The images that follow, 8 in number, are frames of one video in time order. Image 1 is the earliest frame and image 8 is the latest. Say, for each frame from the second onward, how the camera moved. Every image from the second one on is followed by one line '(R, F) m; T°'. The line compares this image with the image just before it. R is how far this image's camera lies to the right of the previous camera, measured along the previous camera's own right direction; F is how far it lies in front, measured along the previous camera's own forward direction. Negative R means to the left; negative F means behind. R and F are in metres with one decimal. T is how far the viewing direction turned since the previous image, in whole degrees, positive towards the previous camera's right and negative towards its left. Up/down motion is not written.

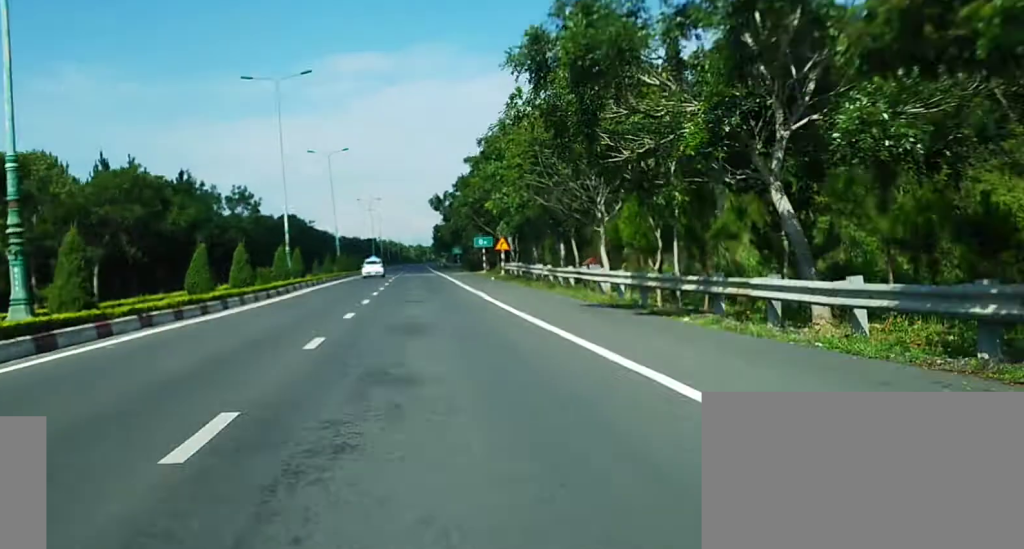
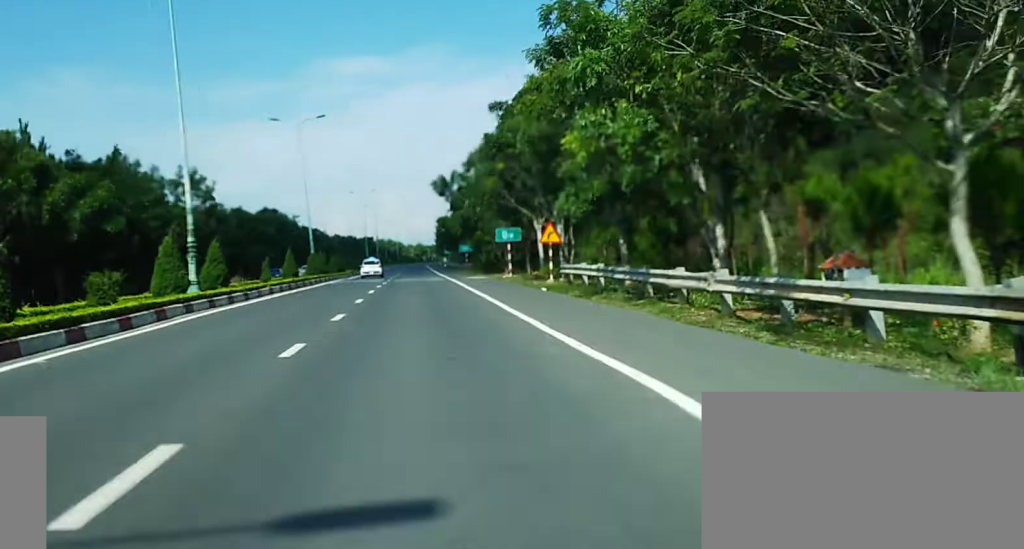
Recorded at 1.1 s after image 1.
(0.0, +25.4) m; 0°
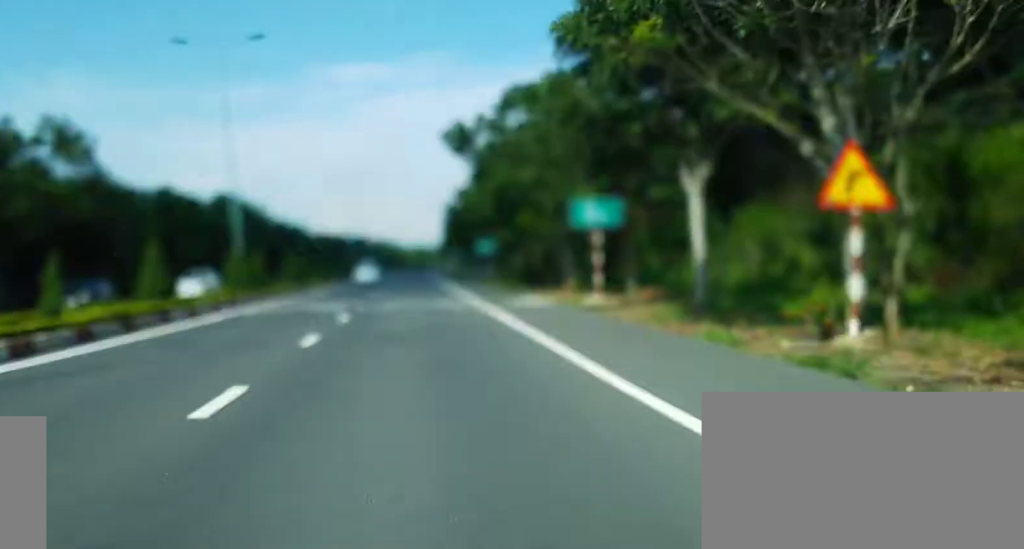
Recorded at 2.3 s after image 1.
(0.0, +28.5) m; 0°
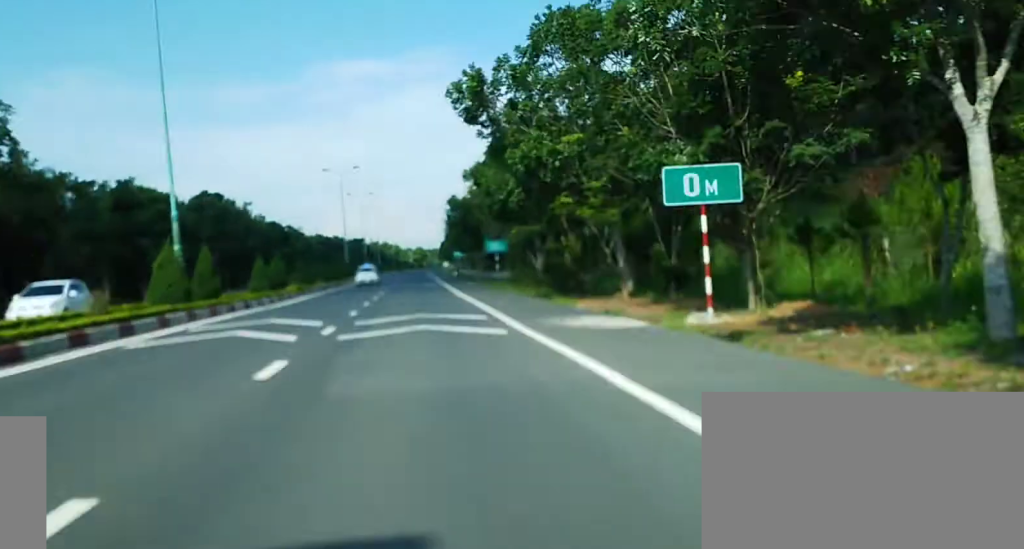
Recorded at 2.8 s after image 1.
(0.0, +12.6) m; 0°
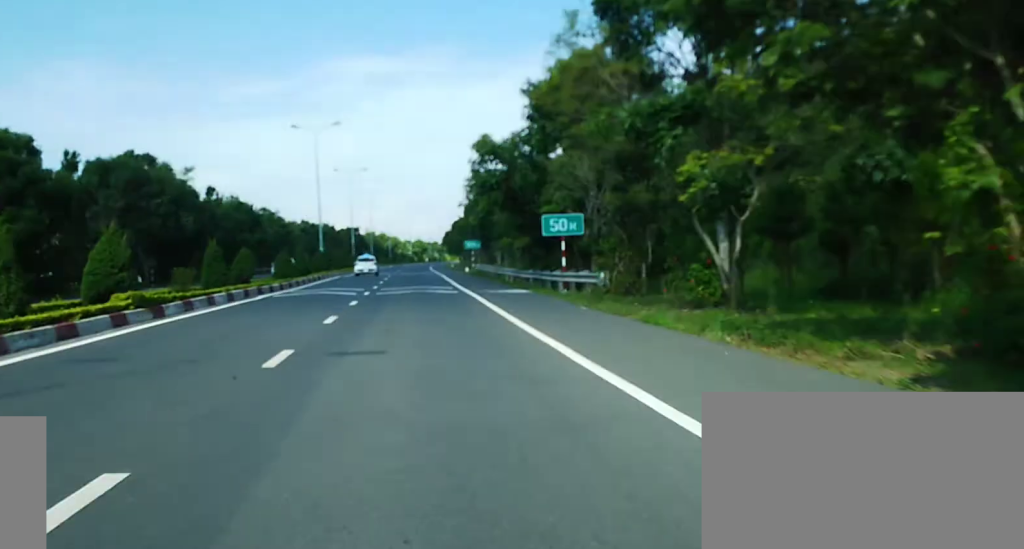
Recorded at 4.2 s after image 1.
(-0.1, +31.4) m; 0°
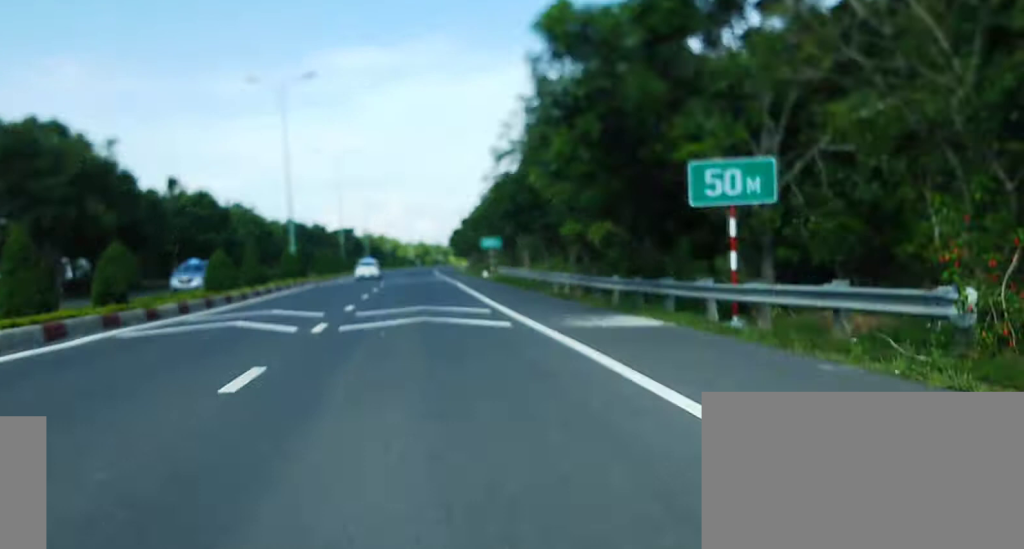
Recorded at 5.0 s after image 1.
(0.0, +18.8) m; 0°
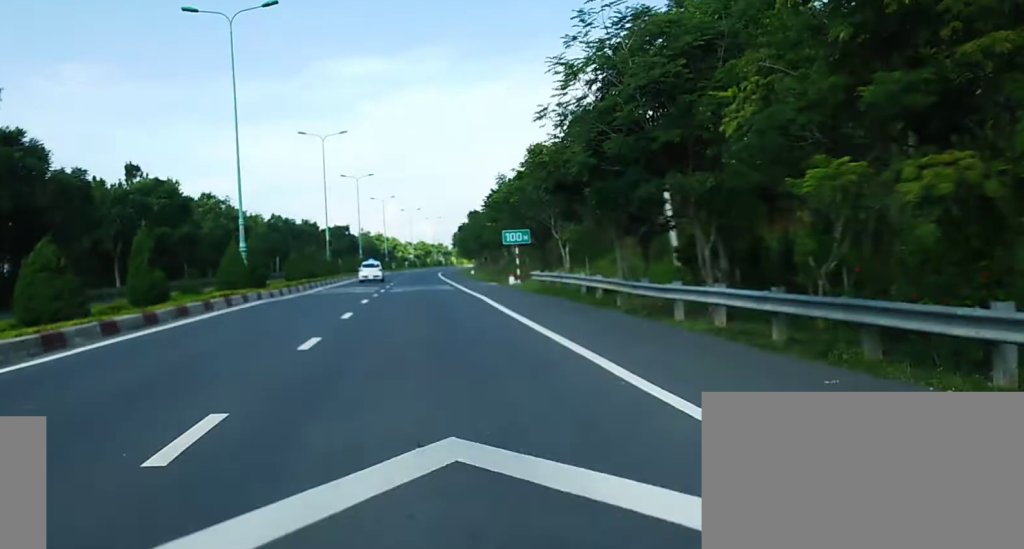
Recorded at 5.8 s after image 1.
(0.0, +18.7) m; 0°
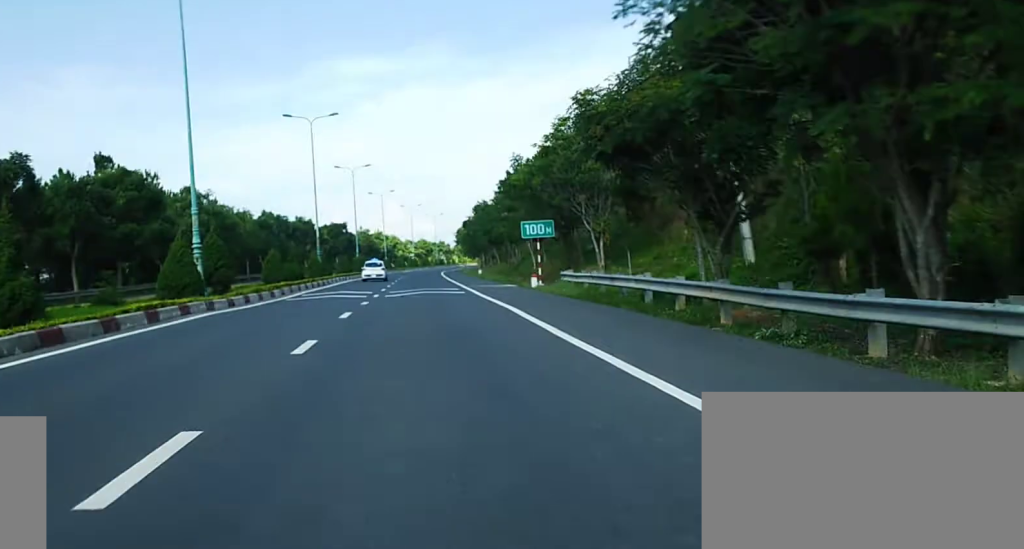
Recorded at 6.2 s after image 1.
(0.0, +9.3) m; 0°
